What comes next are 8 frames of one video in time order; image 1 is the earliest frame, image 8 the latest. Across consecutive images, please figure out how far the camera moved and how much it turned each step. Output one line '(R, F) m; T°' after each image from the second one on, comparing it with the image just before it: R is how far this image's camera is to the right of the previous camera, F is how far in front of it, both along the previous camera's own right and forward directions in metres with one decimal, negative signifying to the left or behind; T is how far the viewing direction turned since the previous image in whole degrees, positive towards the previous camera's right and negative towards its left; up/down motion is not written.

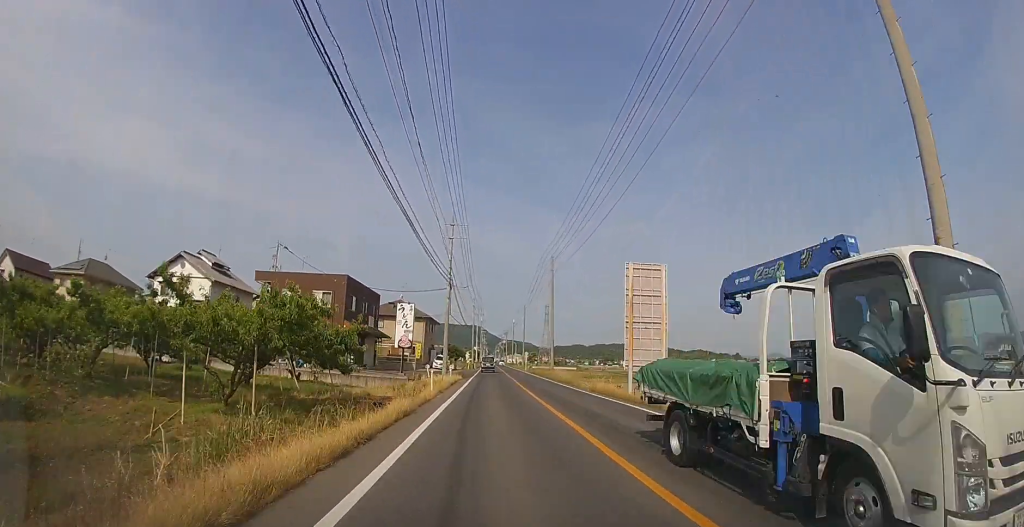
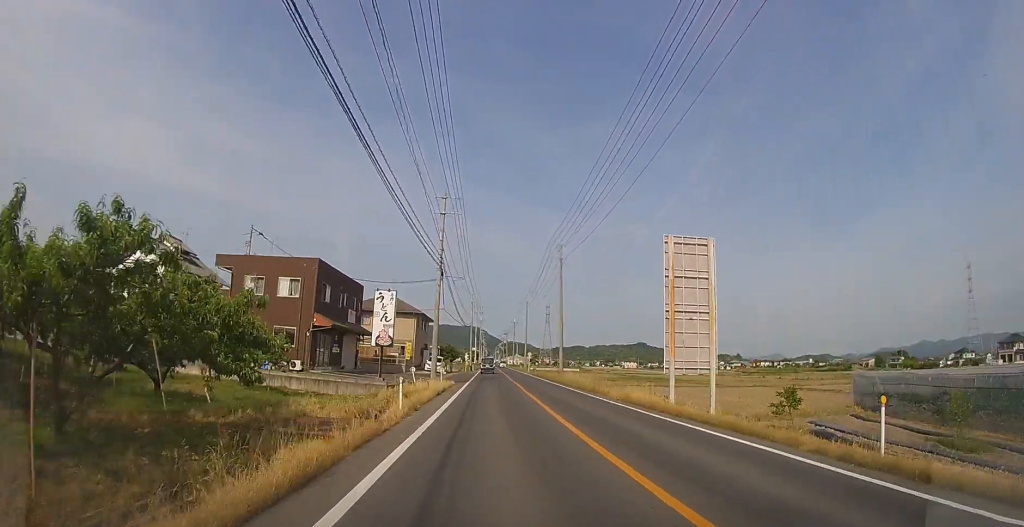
(0.0, +6.2) m; 0°
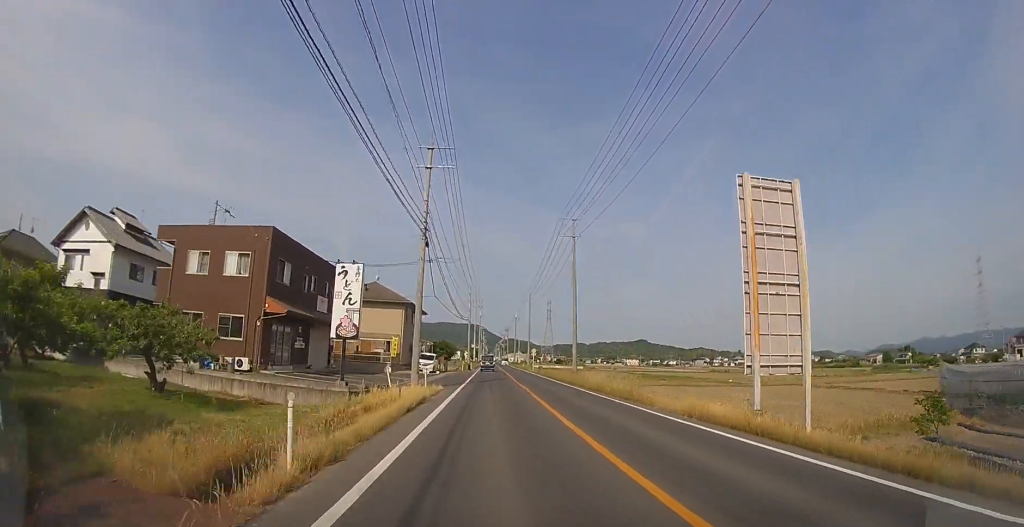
(0.0, +6.8) m; 0°
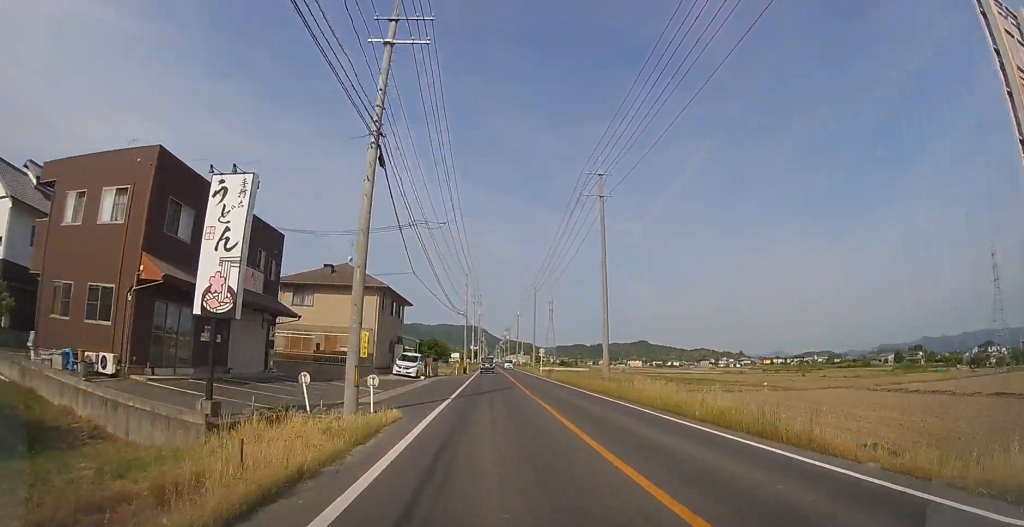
(0.0, +9.9) m; 0°
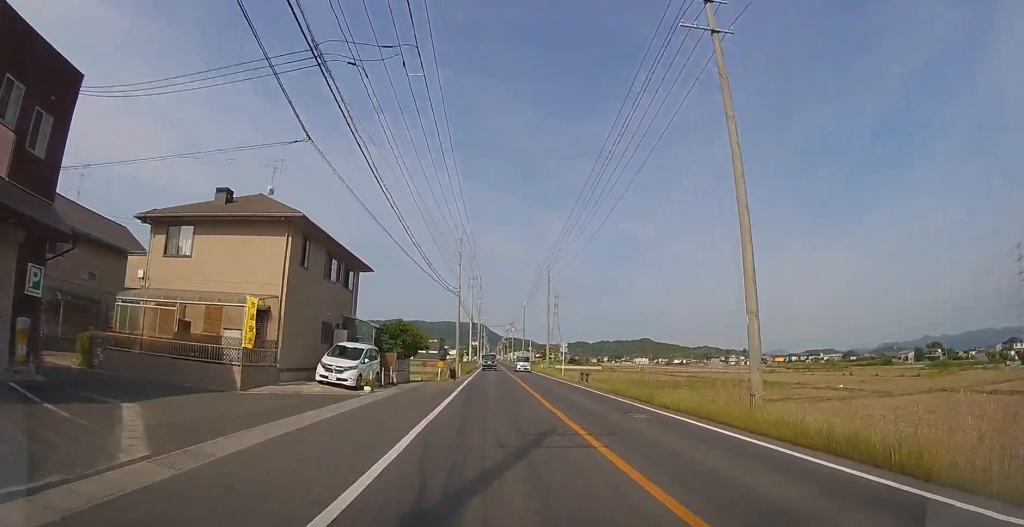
(0.0, +15.4) m; 0°
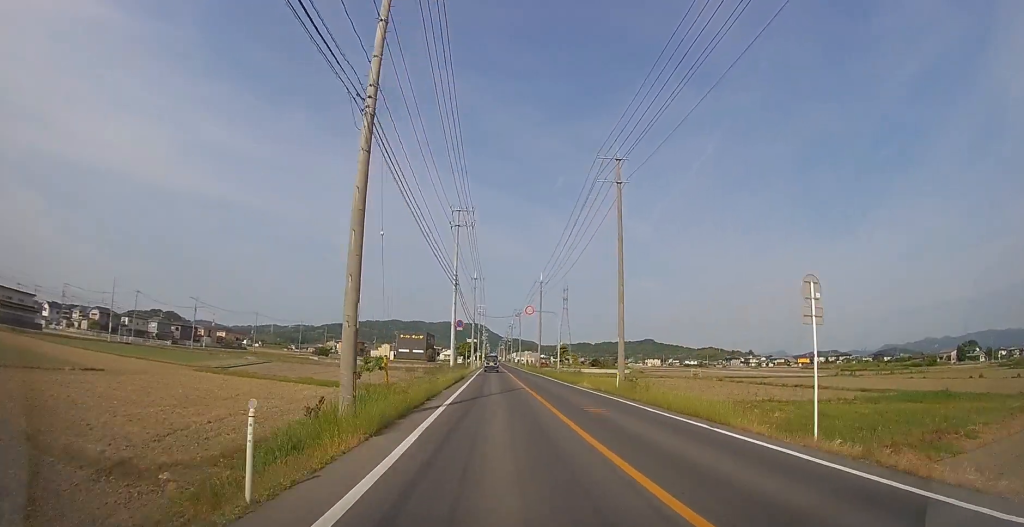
(0.0, +31.7) m; 0°
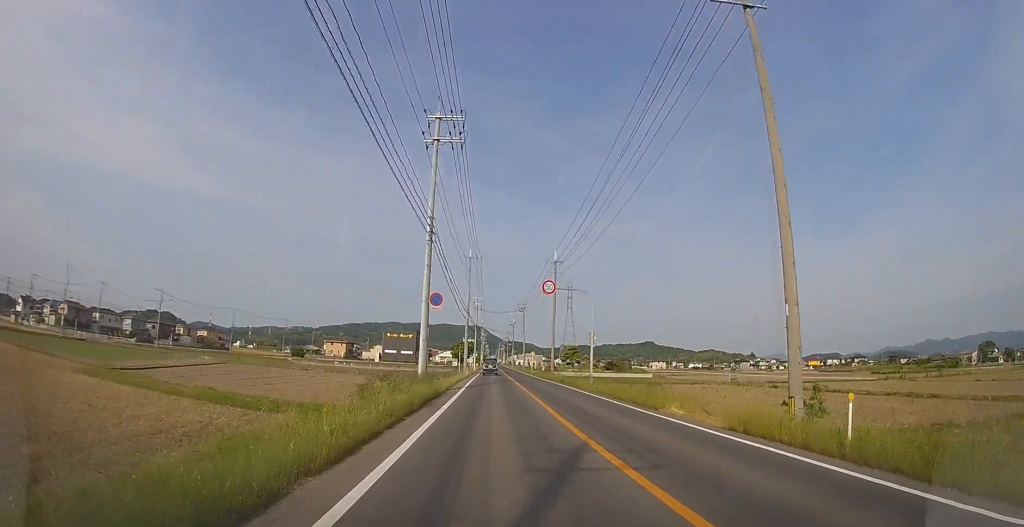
(0.0, +15.0) m; 0°
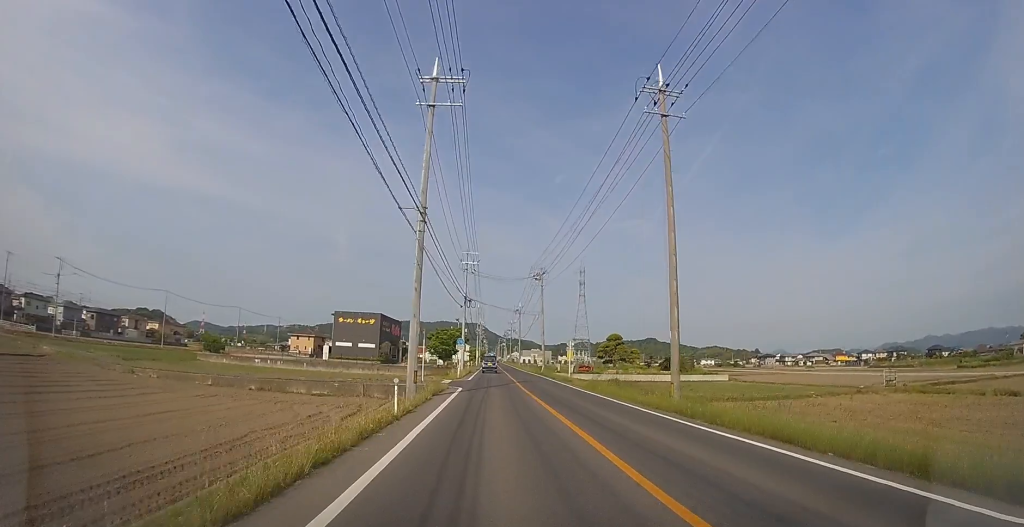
(-0.1, +33.1) m; 0°
